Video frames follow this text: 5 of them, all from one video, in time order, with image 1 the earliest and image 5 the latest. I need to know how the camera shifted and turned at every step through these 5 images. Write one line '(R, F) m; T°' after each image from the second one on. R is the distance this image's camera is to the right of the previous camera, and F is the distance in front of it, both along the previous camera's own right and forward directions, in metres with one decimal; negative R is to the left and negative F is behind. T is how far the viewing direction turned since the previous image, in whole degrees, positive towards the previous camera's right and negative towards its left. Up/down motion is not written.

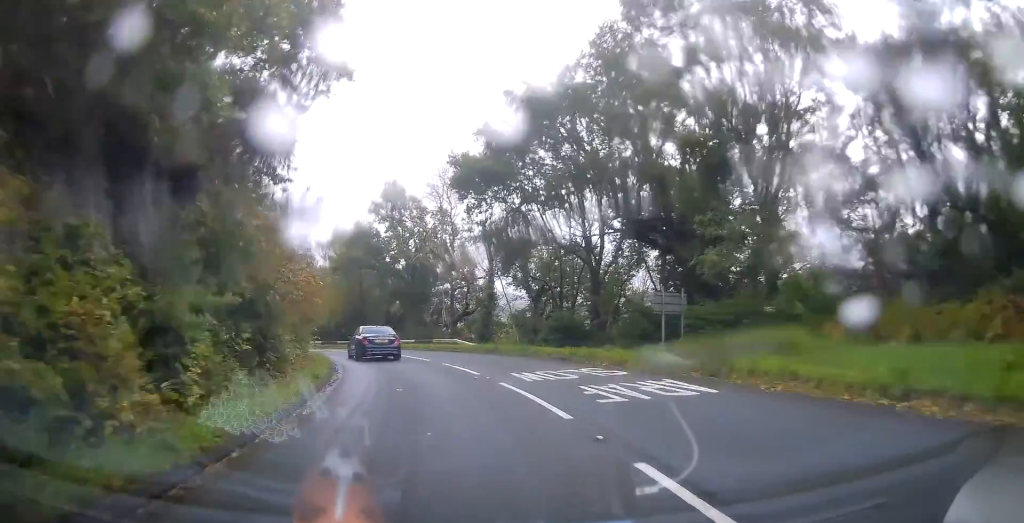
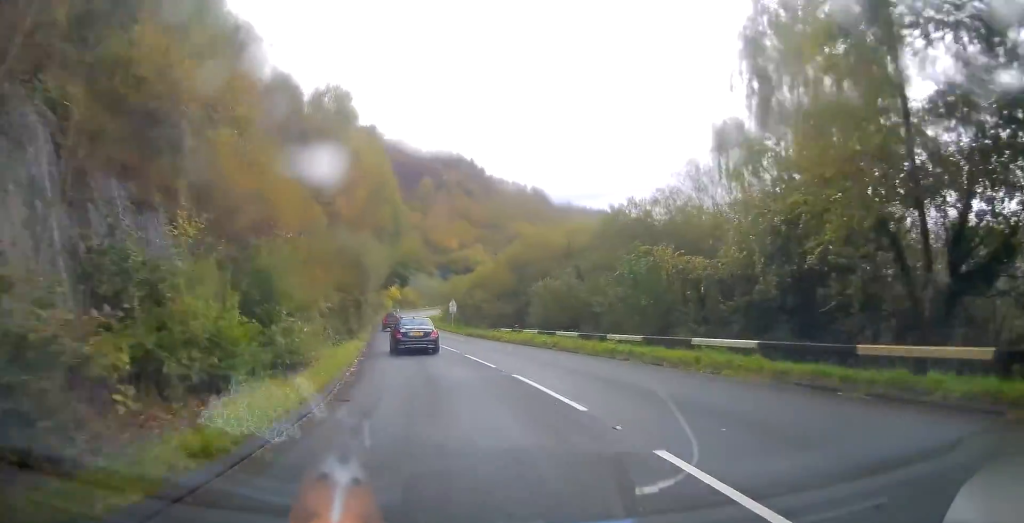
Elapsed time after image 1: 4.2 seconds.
(-16.3, +45.6) m; -38°
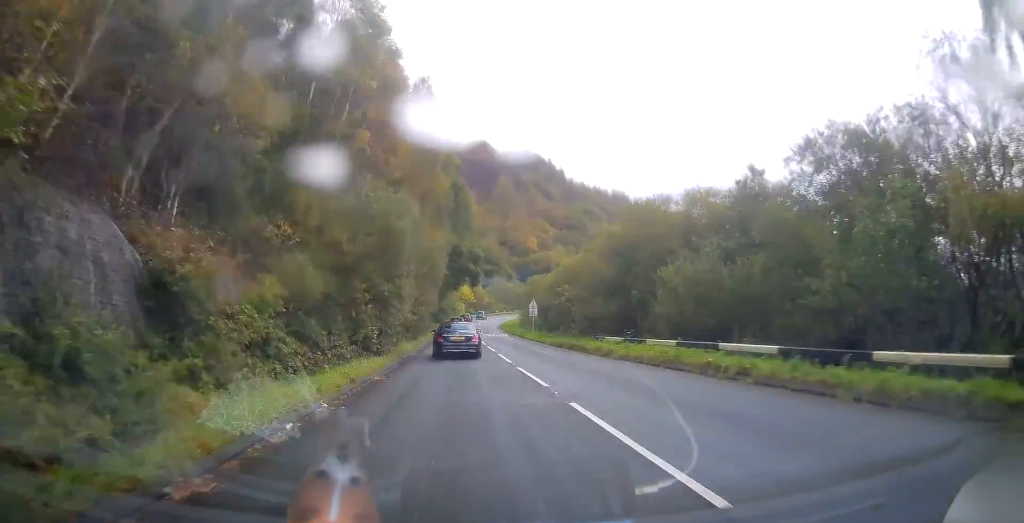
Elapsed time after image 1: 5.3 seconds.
(-1.3, +13.0) m; -10°
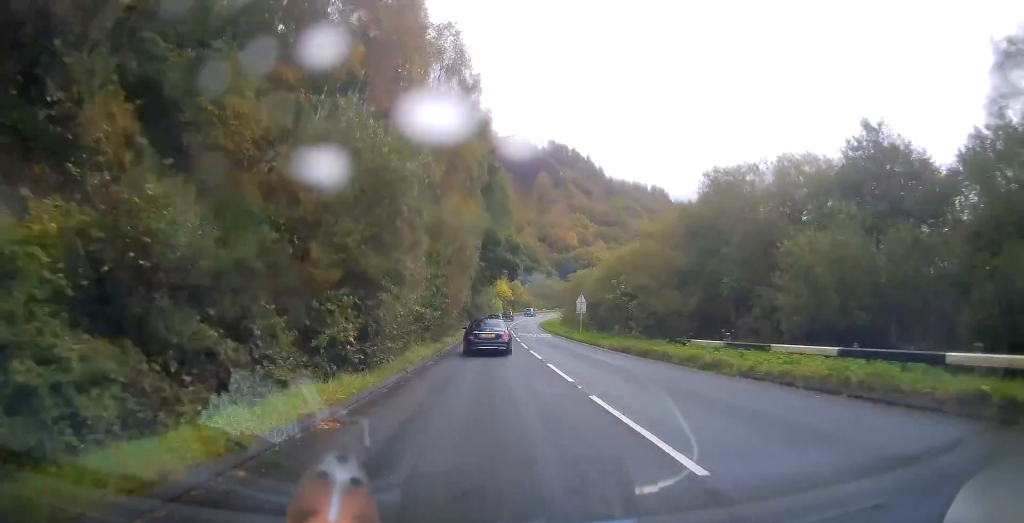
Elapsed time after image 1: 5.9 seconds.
(-0.5, +8.0) m; -2°
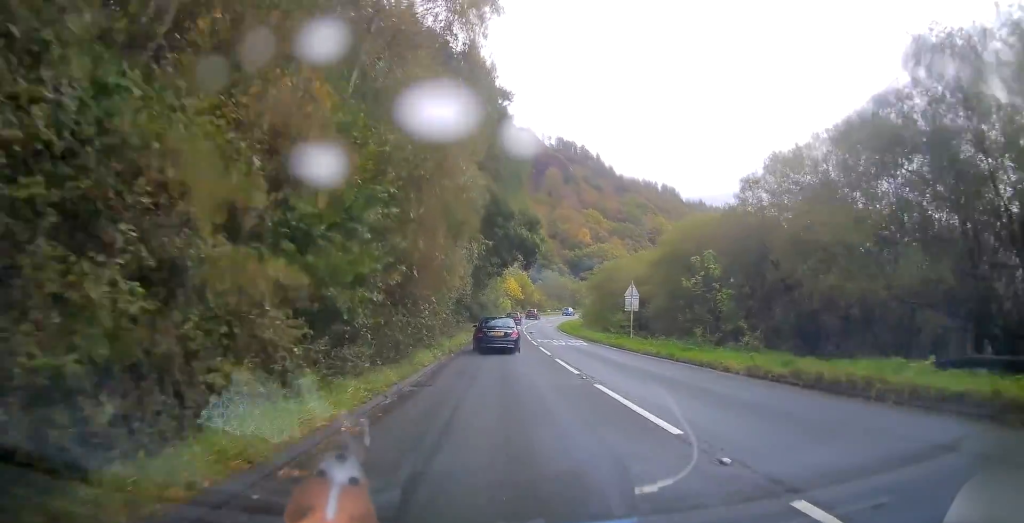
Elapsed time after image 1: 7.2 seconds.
(0.0, +15.8) m; +1°
